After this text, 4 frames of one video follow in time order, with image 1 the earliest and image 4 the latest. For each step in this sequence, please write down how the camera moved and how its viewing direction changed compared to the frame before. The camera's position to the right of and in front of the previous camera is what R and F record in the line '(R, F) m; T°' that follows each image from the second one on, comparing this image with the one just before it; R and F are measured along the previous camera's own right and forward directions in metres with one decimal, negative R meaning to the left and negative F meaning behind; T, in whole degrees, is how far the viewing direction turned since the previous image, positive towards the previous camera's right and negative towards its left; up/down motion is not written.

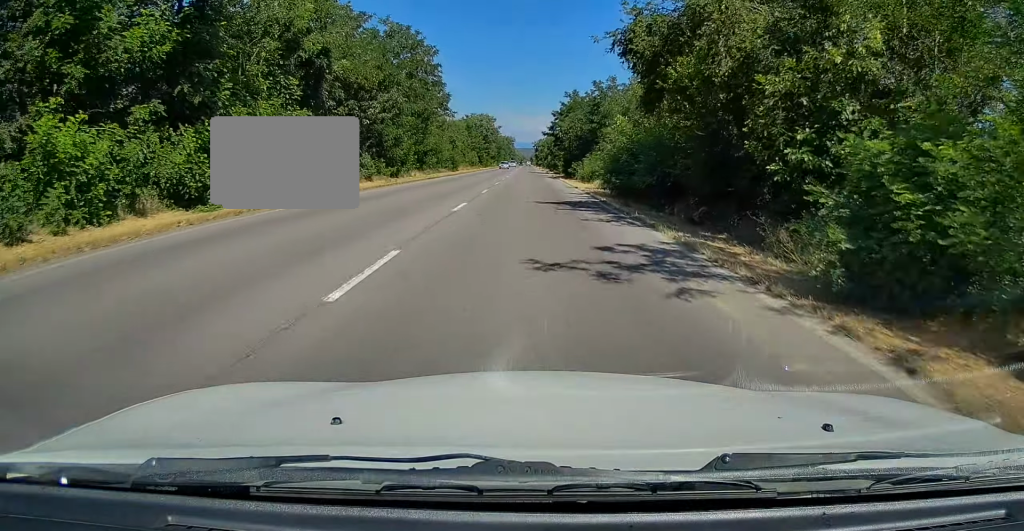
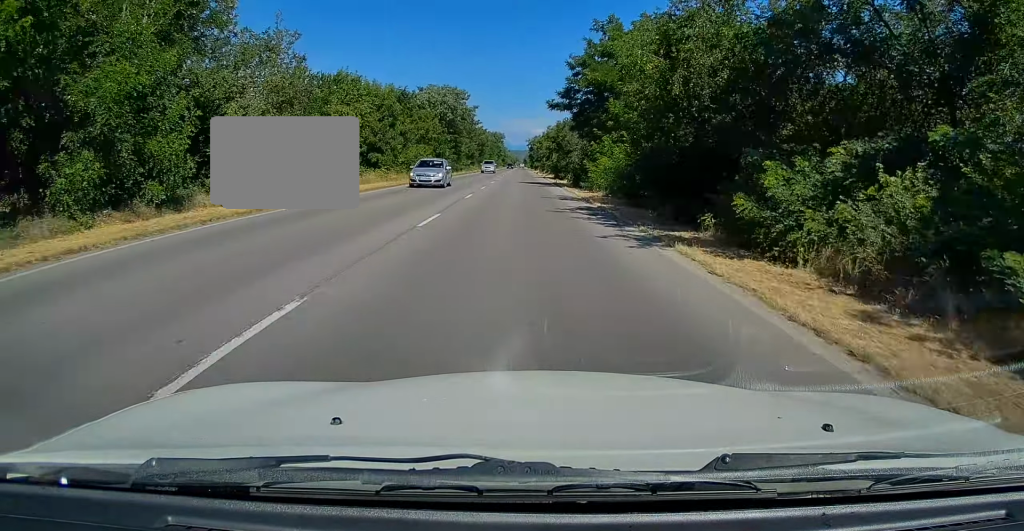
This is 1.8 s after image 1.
(+0.5, +42.1) m; +1°
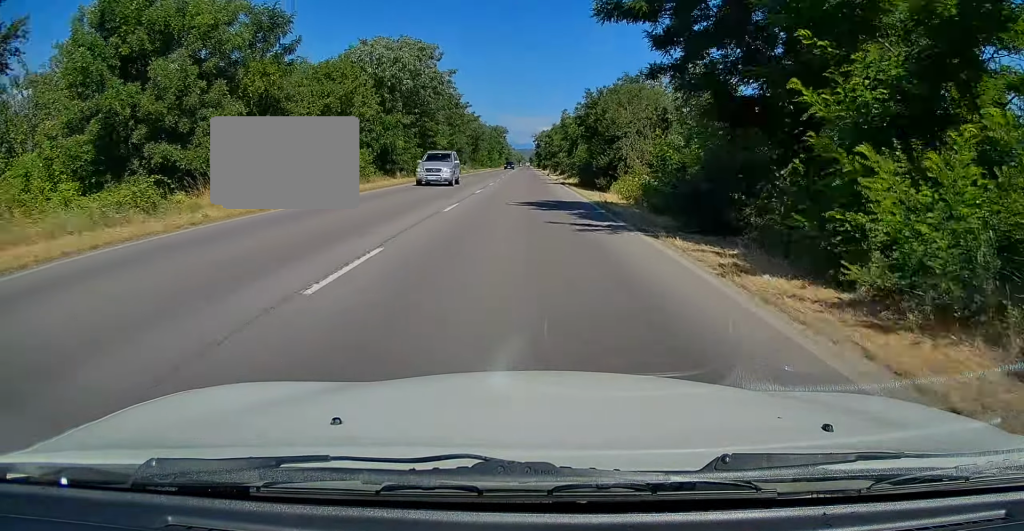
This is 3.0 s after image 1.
(-0.2, +26.2) m; -1°
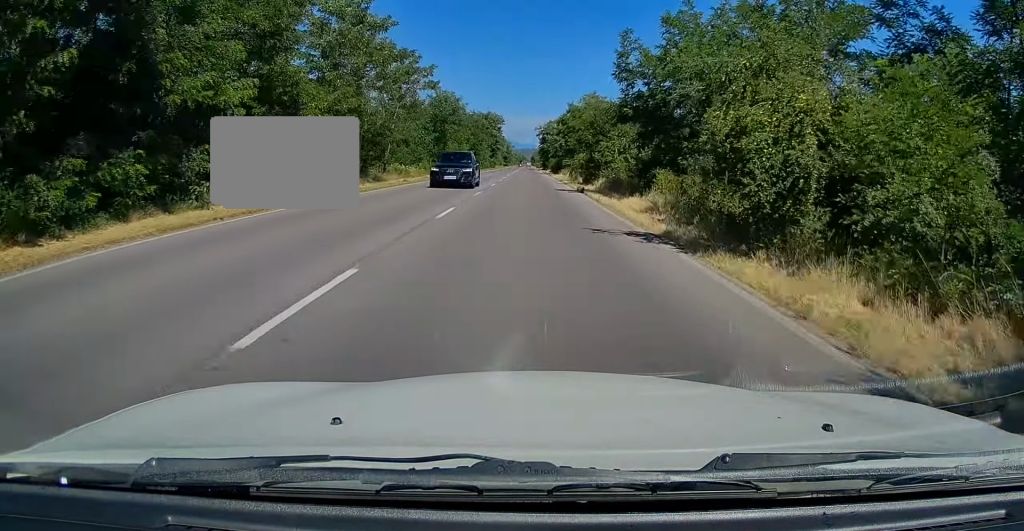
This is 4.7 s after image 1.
(+0.2, +40.7) m; 0°
